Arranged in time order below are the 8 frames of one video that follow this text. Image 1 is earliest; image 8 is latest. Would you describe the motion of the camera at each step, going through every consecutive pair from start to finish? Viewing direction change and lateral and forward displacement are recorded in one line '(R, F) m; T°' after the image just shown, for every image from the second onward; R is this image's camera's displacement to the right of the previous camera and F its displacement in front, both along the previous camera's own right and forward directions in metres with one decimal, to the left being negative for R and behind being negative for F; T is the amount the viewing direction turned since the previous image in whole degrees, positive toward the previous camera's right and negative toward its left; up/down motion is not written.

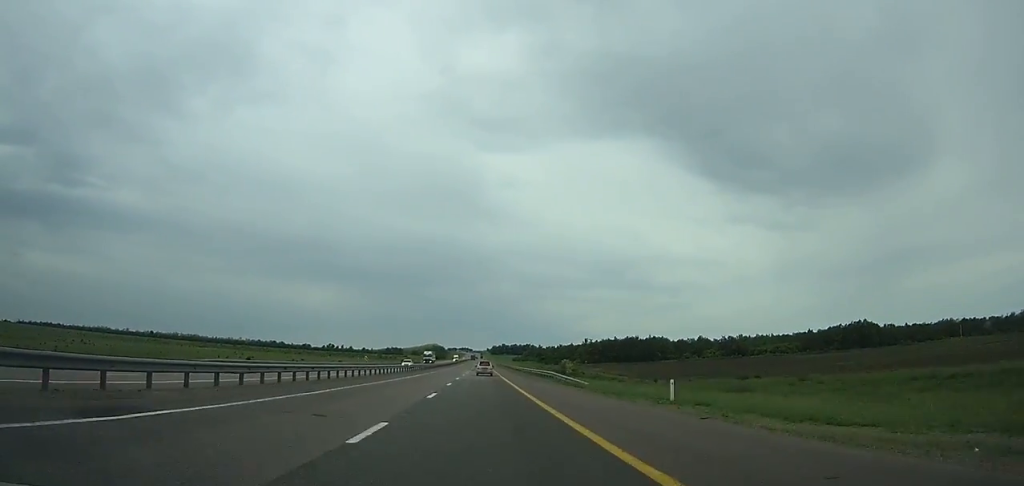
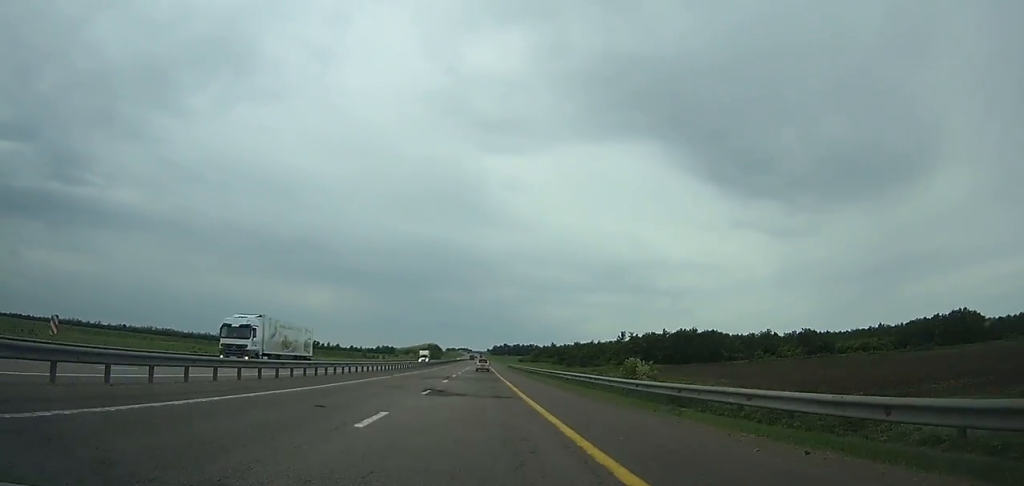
(-0.1, +70.7) m; 0°
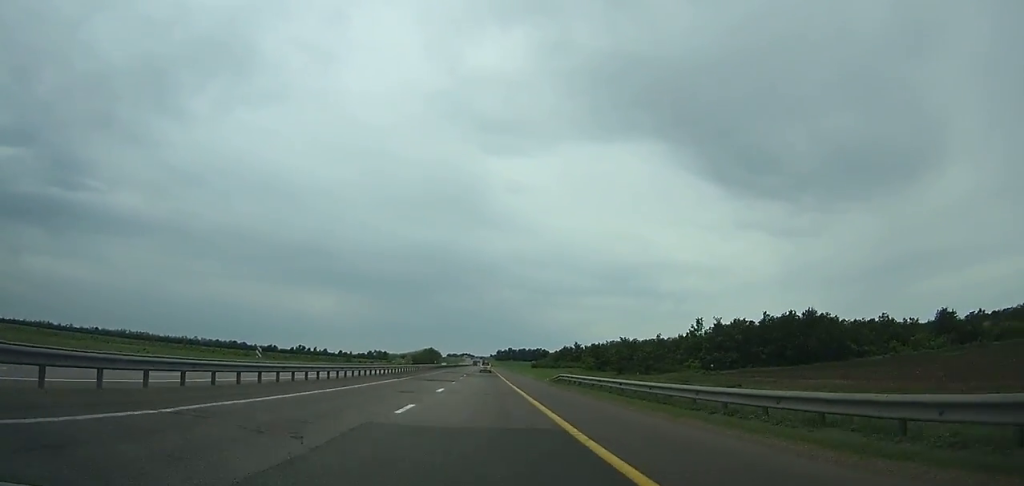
(0.0, +66.9) m; 0°
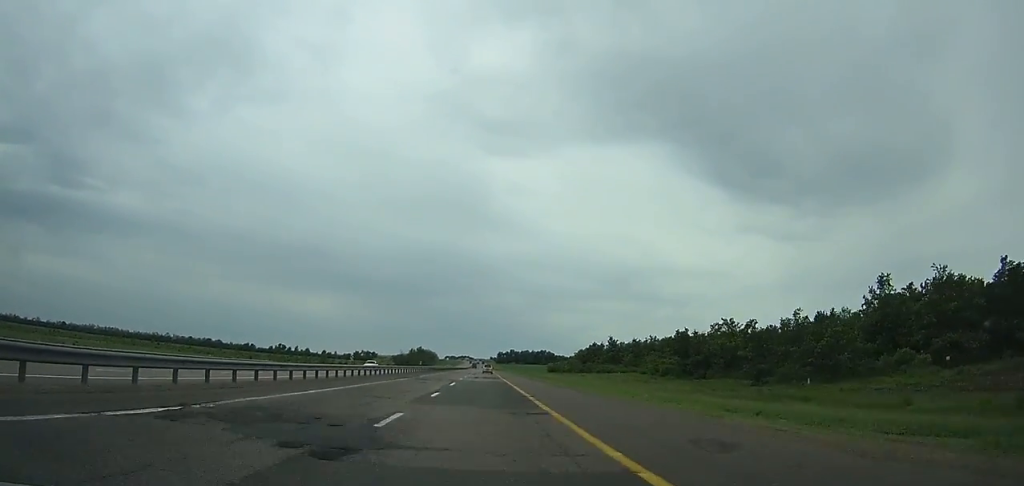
(-0.1, +61.7) m; 0°
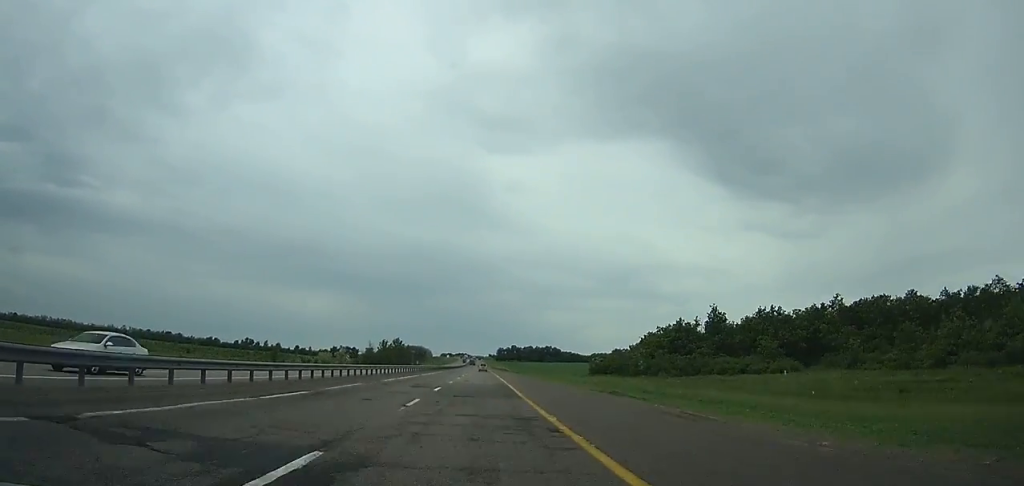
(+0.1, +75.0) m; 0°
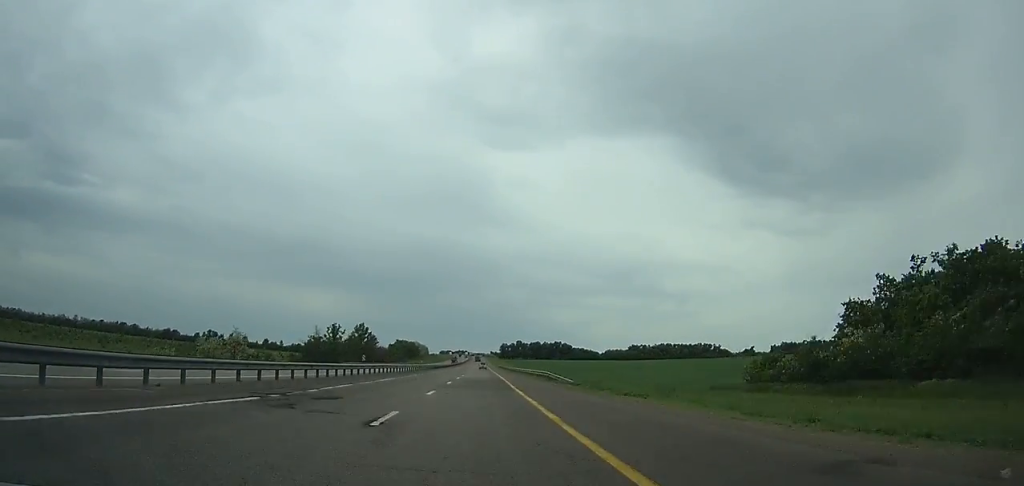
(0.0, +71.1) m; 0°
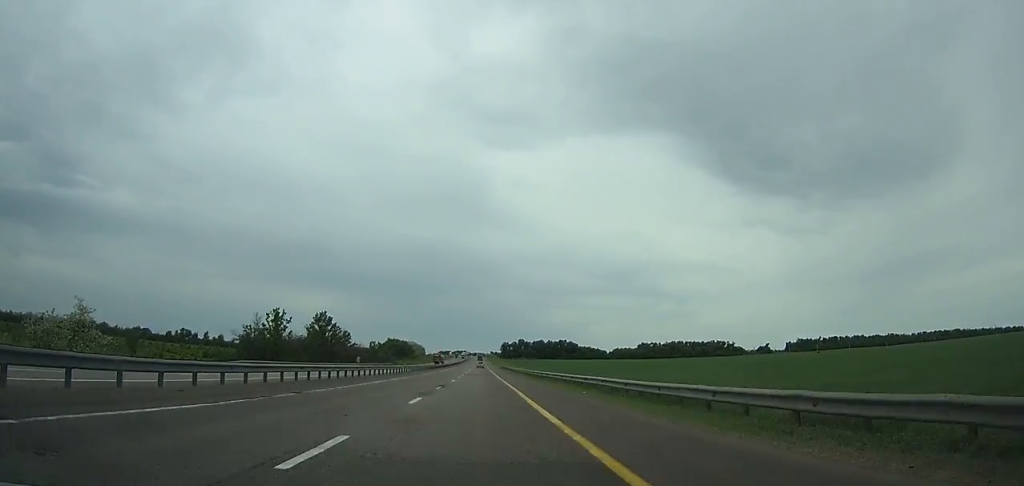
(0.0, +41.2) m; 0°
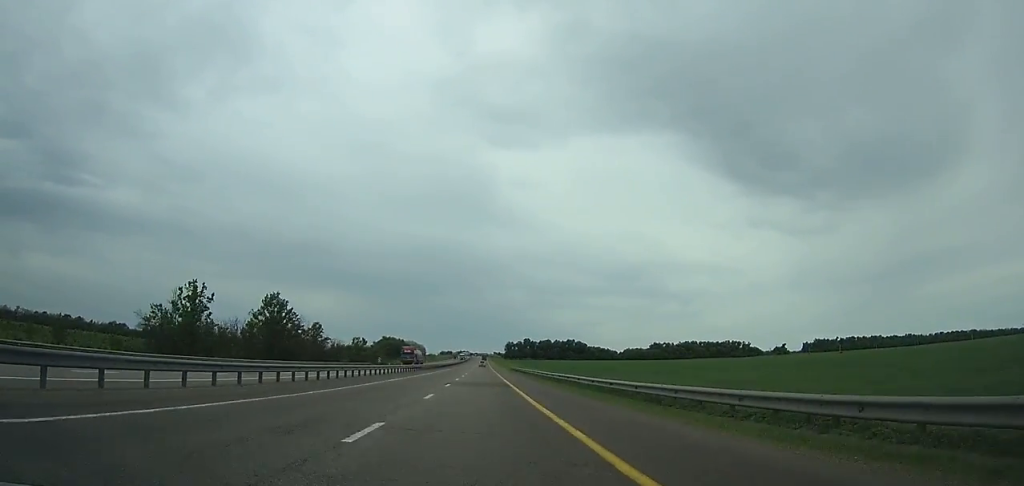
(0.0, +32.8) m; 0°
